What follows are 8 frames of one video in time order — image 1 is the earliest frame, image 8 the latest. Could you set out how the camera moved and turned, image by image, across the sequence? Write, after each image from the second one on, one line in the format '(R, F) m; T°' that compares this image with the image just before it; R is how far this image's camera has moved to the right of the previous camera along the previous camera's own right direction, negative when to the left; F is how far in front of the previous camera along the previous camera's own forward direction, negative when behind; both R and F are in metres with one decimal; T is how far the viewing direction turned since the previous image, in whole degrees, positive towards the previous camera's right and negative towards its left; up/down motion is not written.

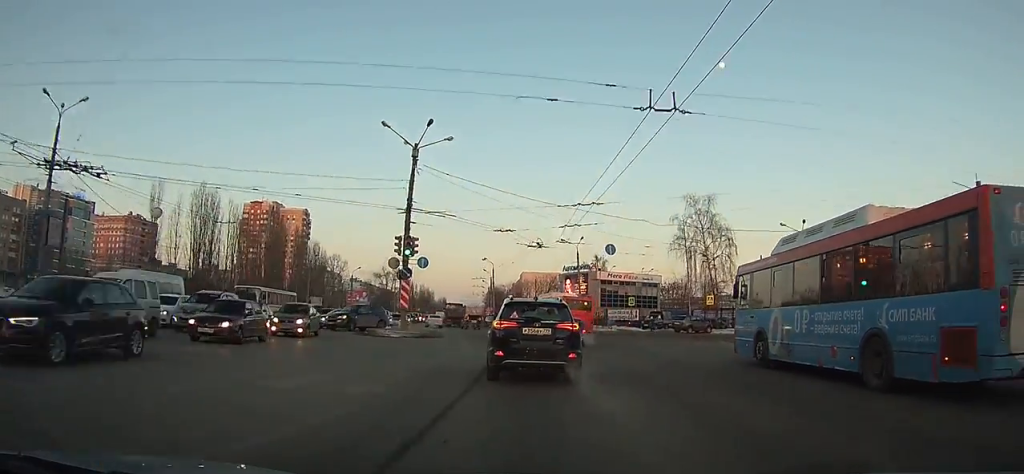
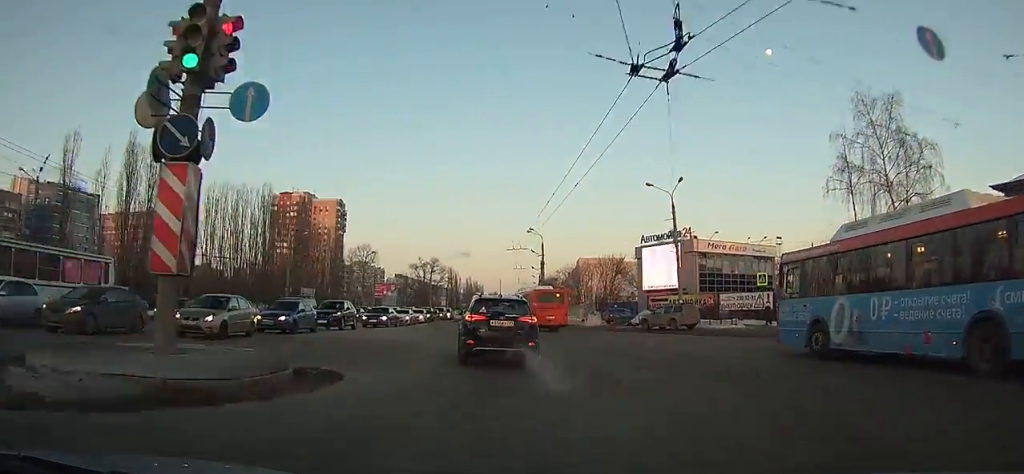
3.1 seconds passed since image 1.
(-1.4, +28.5) m; -7°
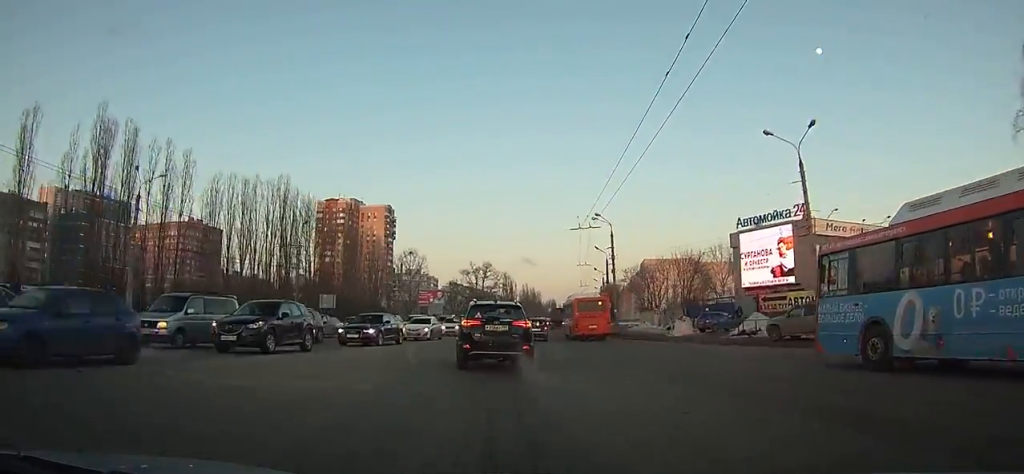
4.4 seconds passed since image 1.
(+0.4, +13.1) m; -3°
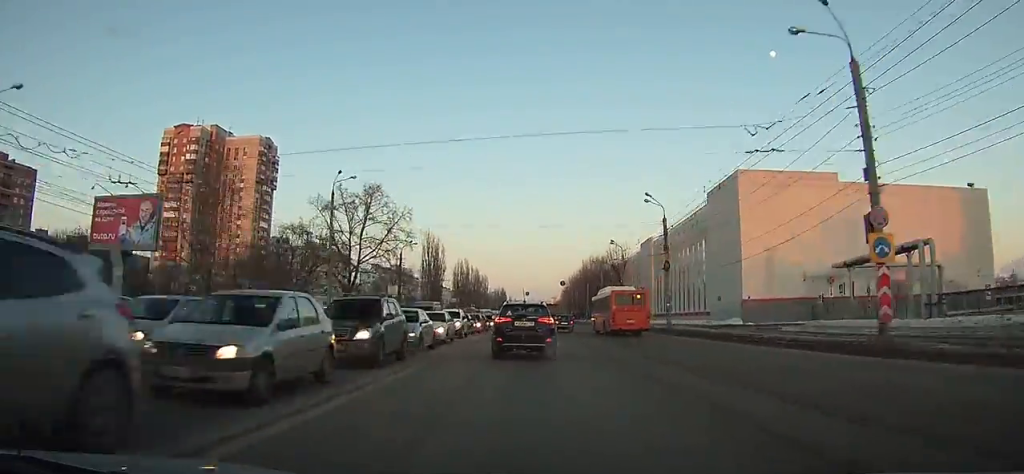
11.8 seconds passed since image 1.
(-1.1, +95.7) m; +3°
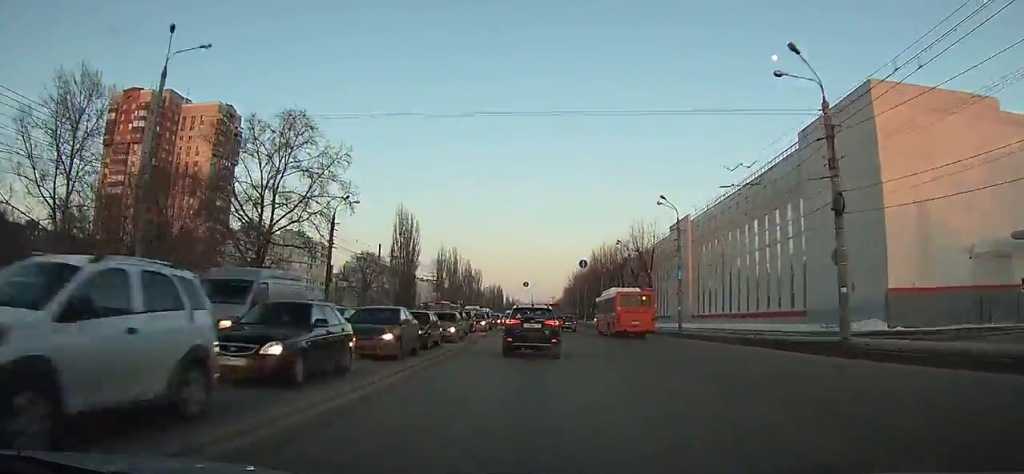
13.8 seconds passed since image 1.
(+0.4, +29.2) m; +1°
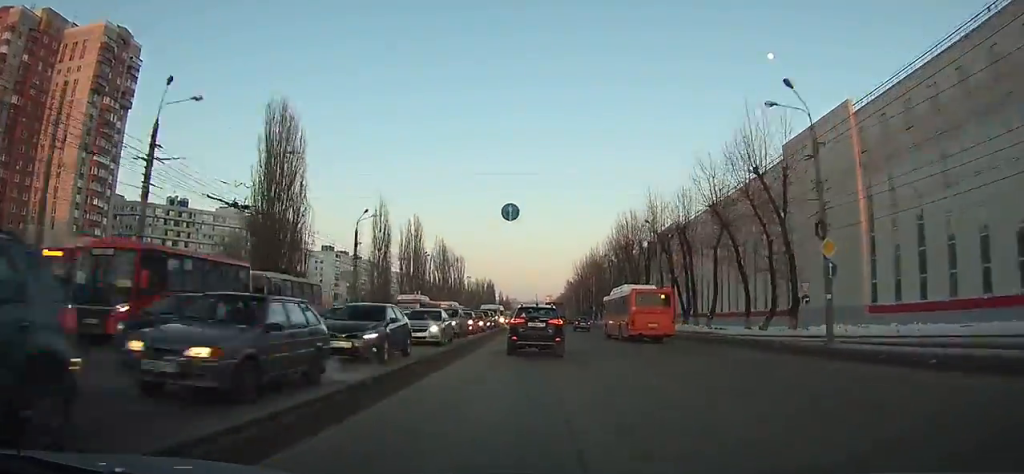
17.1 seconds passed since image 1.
(+0.4, +50.7) m; +1°
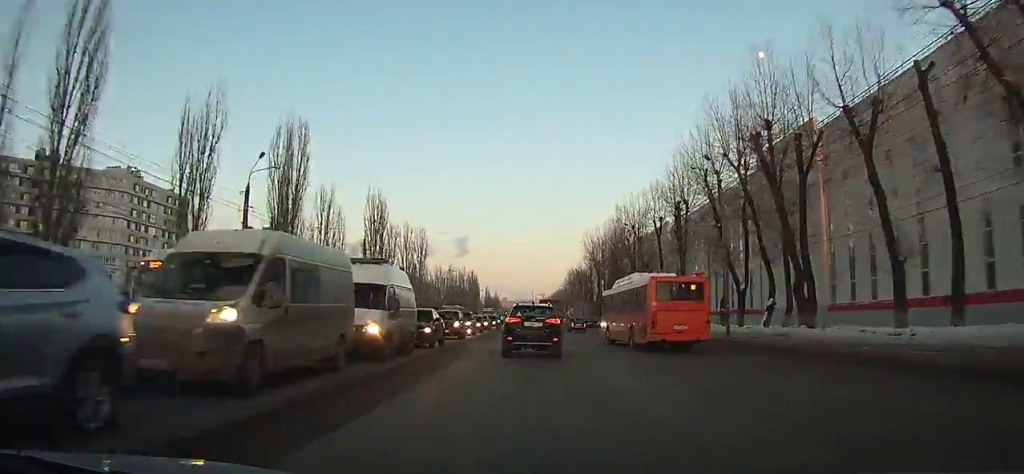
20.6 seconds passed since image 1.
(+0.3, +54.9) m; 0°
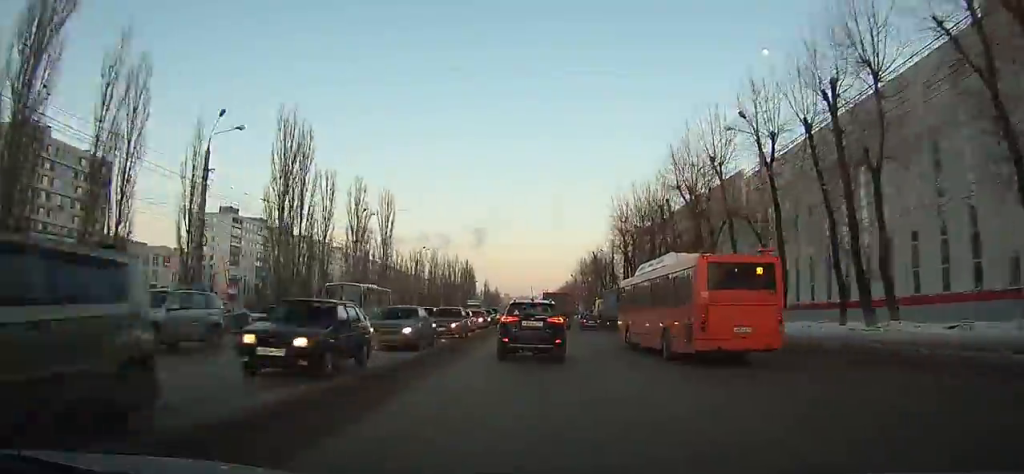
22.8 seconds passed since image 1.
(+0.1, +34.2) m; 0°
